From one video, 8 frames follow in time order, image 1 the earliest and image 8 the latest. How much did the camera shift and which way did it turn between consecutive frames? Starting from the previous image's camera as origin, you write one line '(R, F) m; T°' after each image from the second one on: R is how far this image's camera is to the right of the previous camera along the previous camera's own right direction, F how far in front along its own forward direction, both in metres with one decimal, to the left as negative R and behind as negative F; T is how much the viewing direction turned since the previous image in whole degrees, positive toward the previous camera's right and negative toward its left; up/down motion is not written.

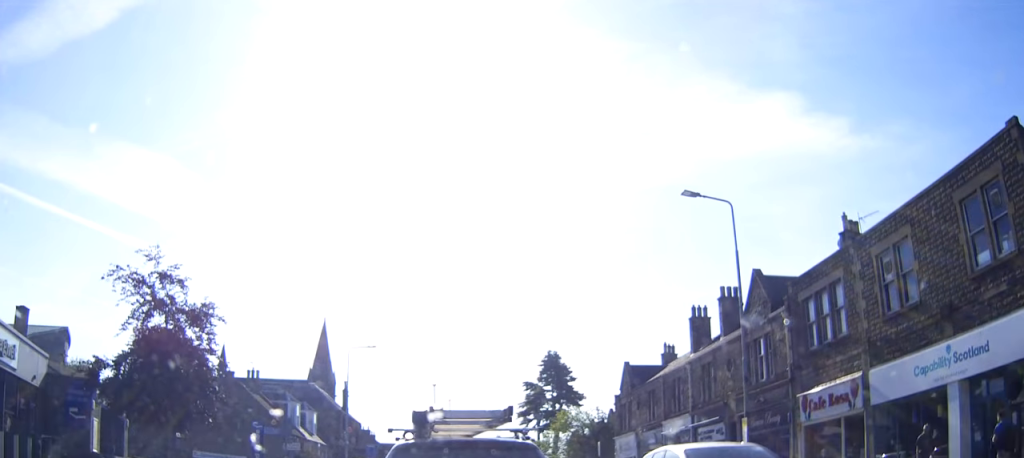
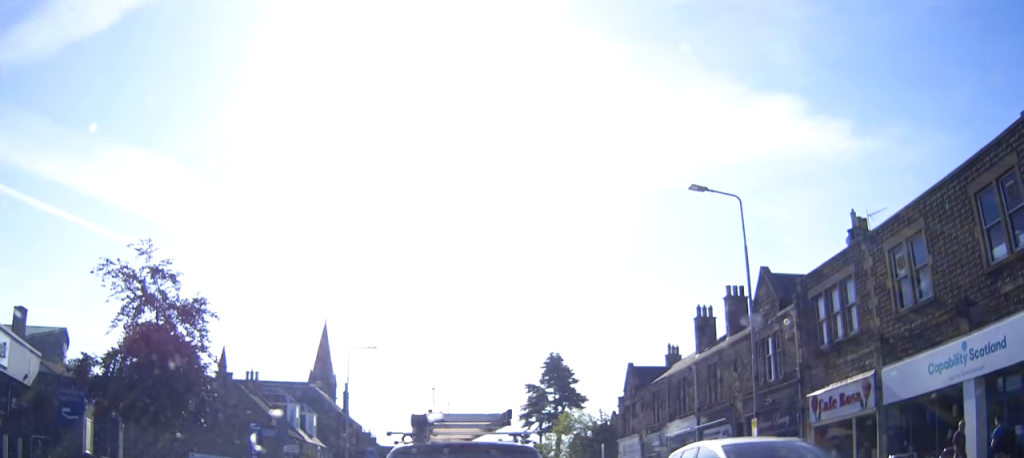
(0.0, +1.6) m; 0°
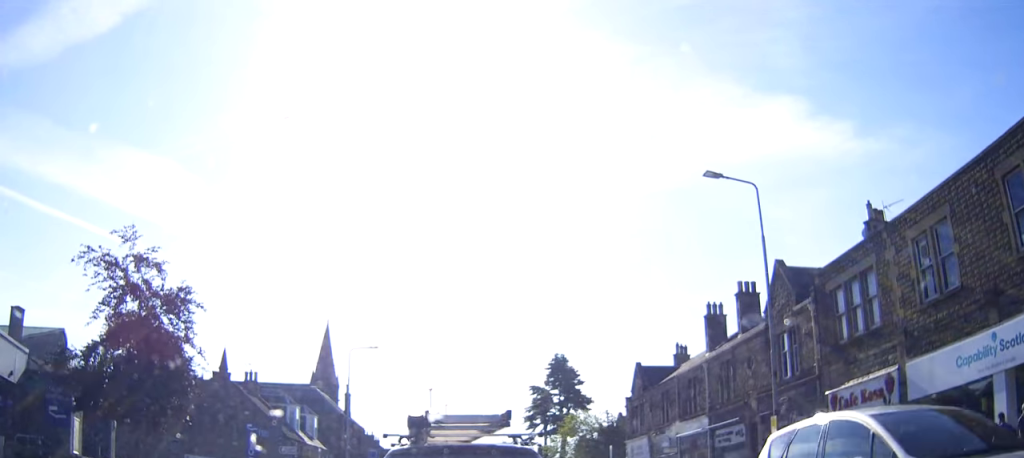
(0.0, +0.8) m; 0°
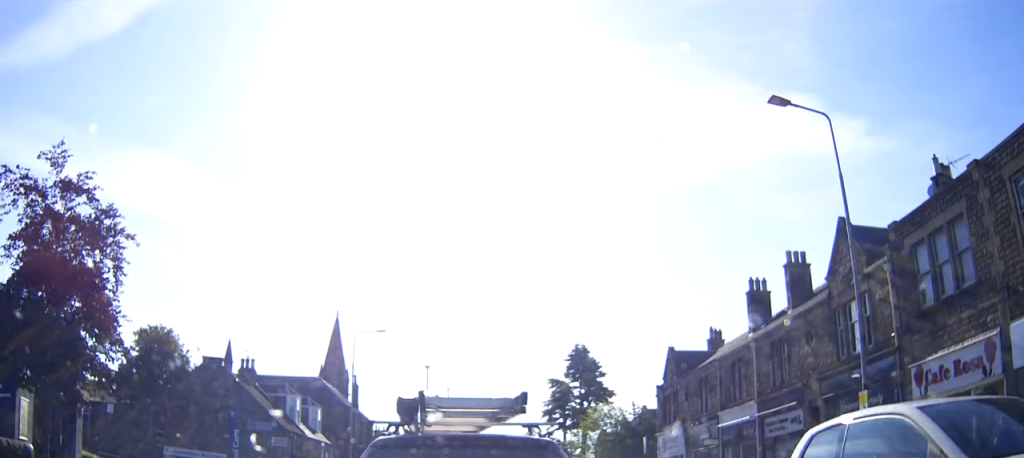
(-0.1, +3.9) m; -1°
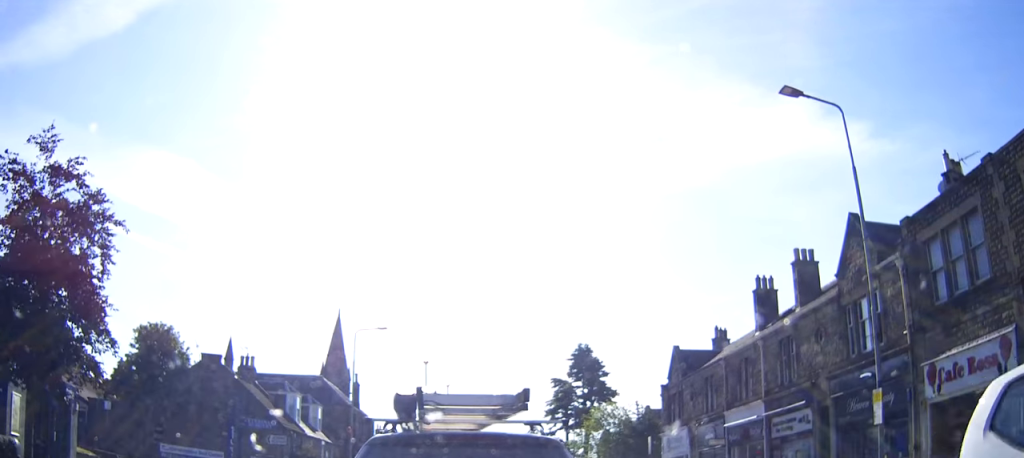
(0.0, +0.5) m; 0°
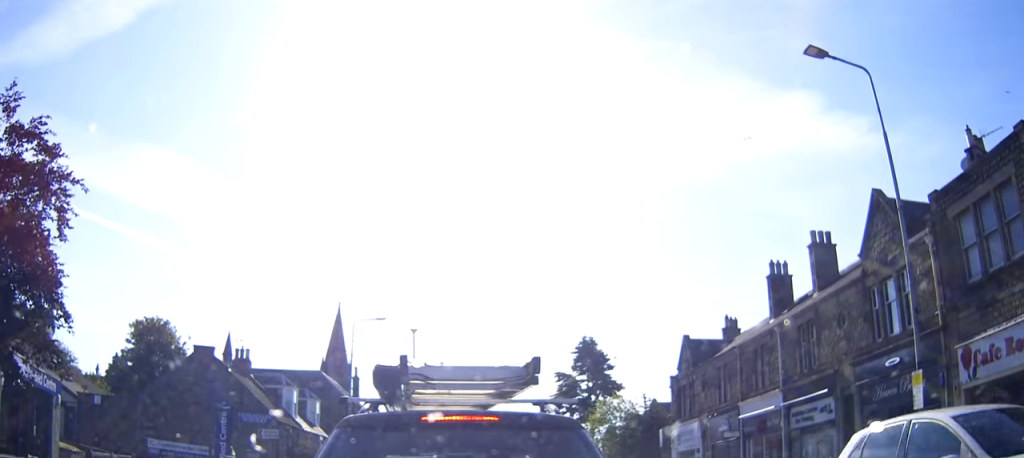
(0.0, +1.1) m; 0°
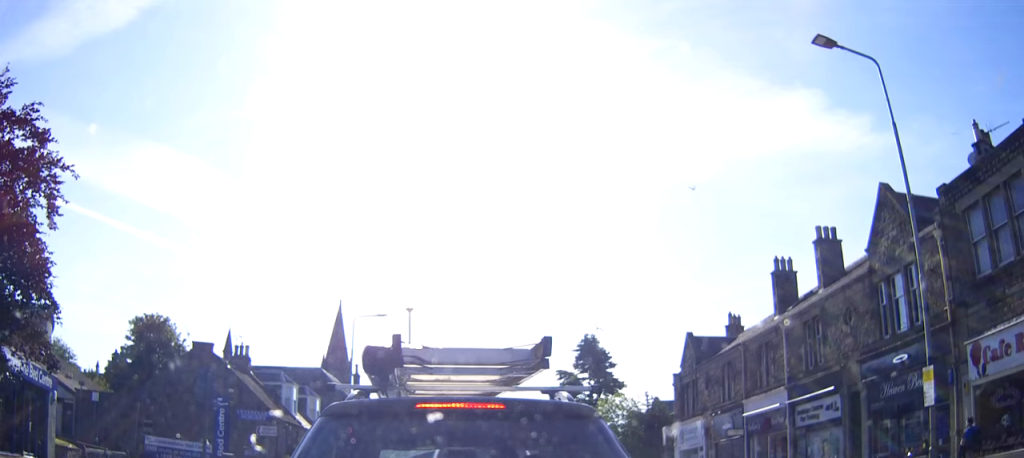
(0.0, +0.4) m; 0°
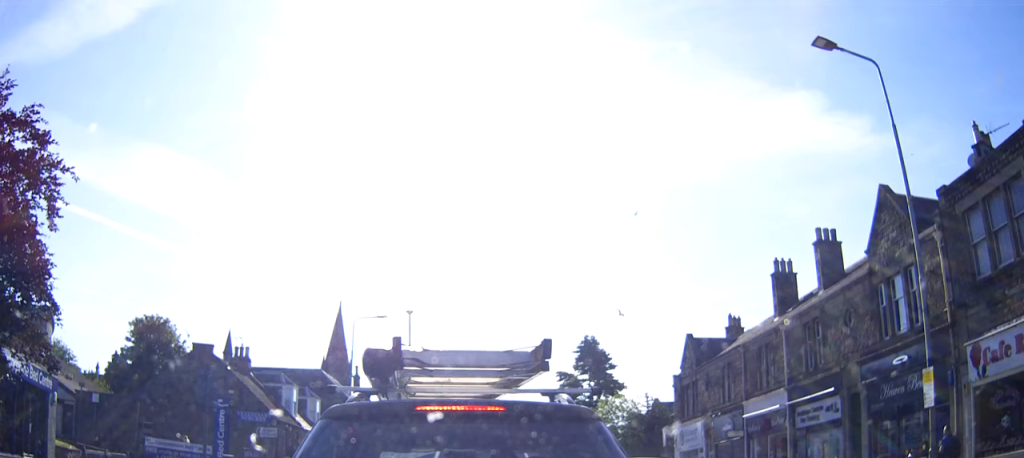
(+0.1, +0.1) m; 0°
